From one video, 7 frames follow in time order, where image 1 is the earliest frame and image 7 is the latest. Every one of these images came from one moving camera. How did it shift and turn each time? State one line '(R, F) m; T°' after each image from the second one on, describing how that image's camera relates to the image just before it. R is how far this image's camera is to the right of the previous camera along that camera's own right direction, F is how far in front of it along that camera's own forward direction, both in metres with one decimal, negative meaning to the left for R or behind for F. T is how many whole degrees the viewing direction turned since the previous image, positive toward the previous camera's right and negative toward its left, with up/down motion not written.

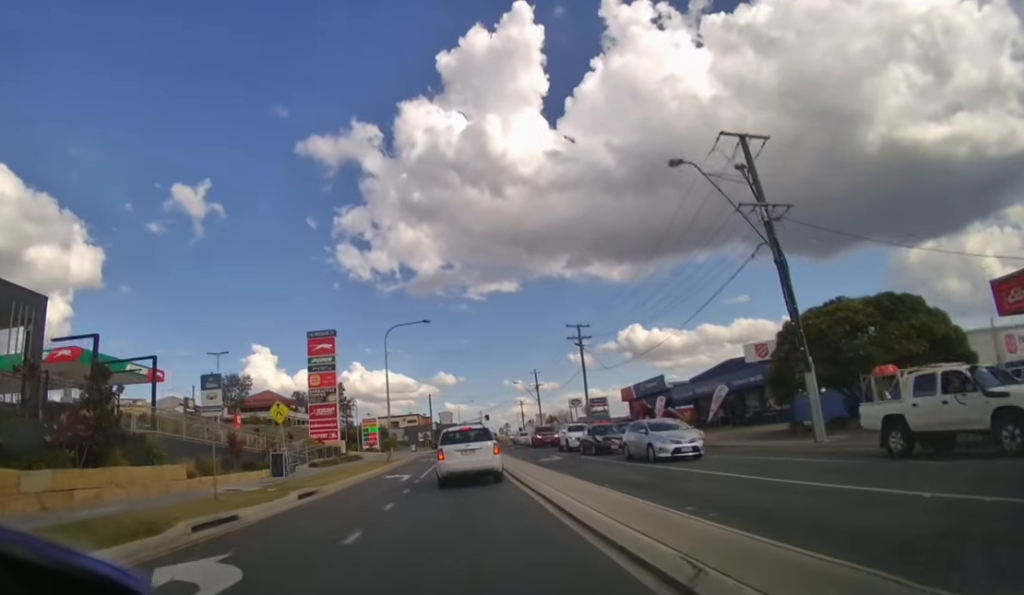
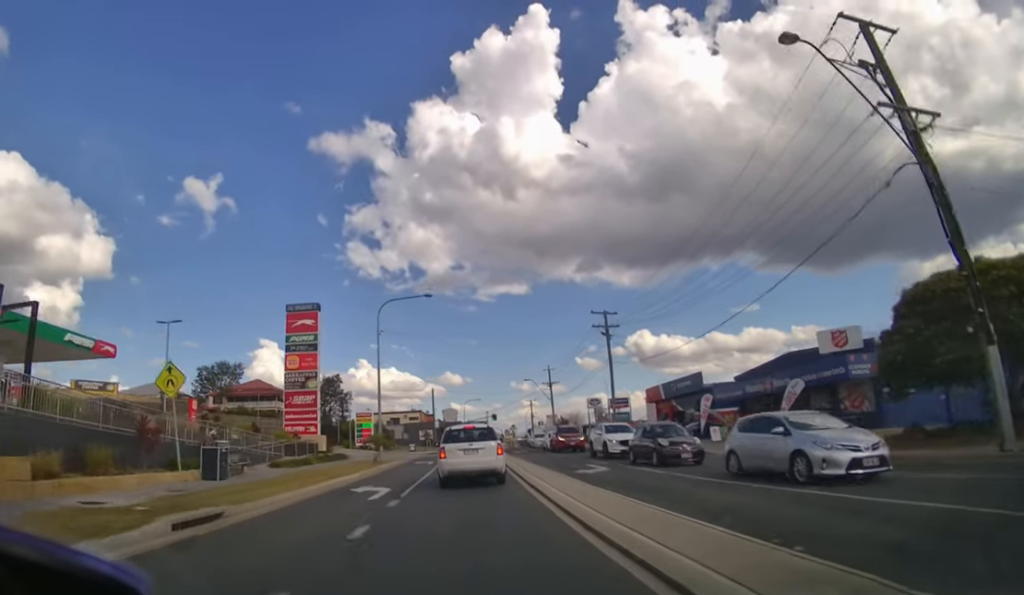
(0.0, +7.5) m; 0°
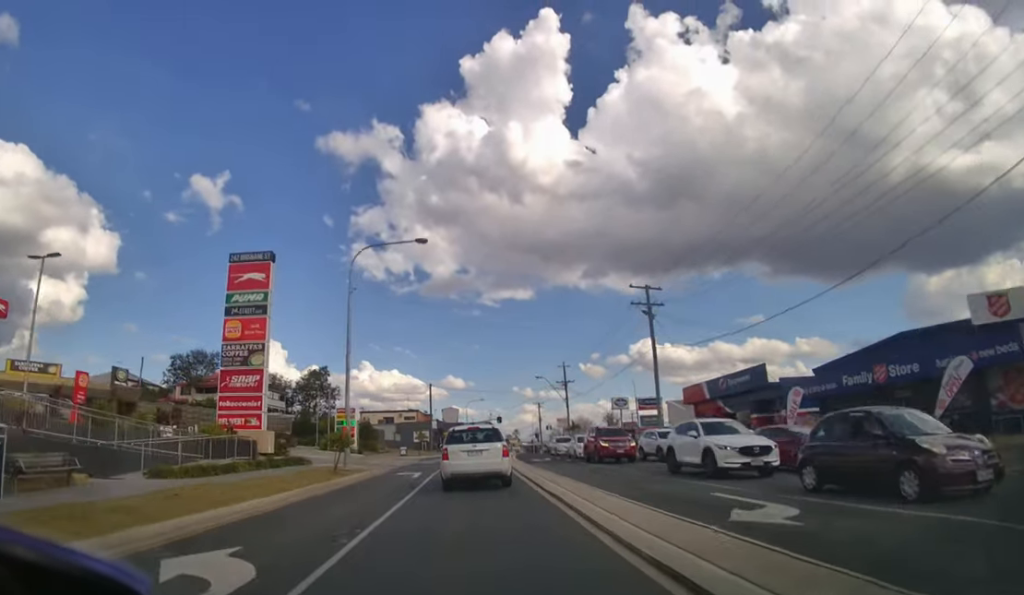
(0.0, +10.3) m; 0°
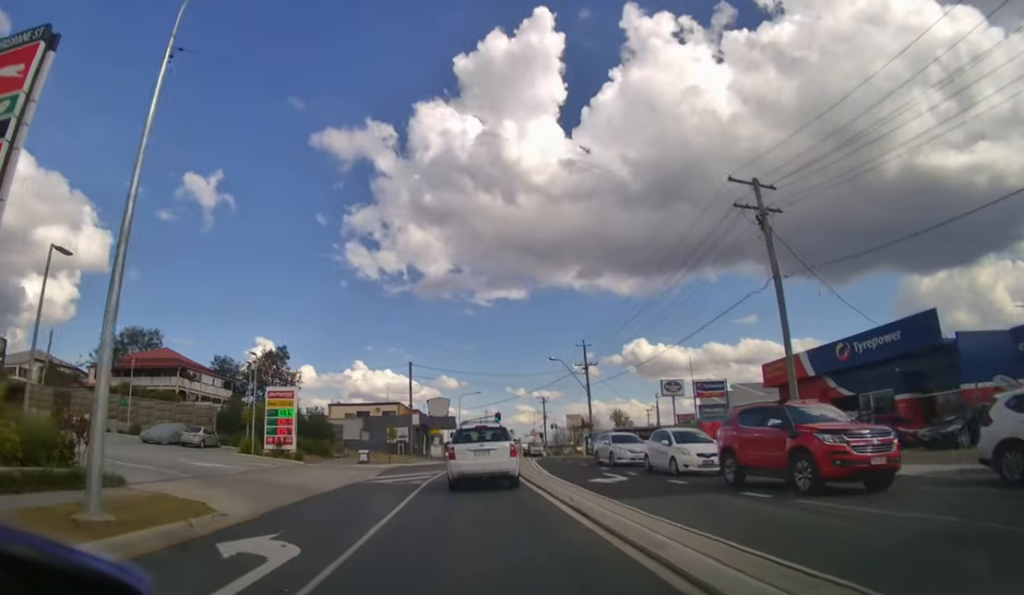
(0.0, +15.4) m; +1°
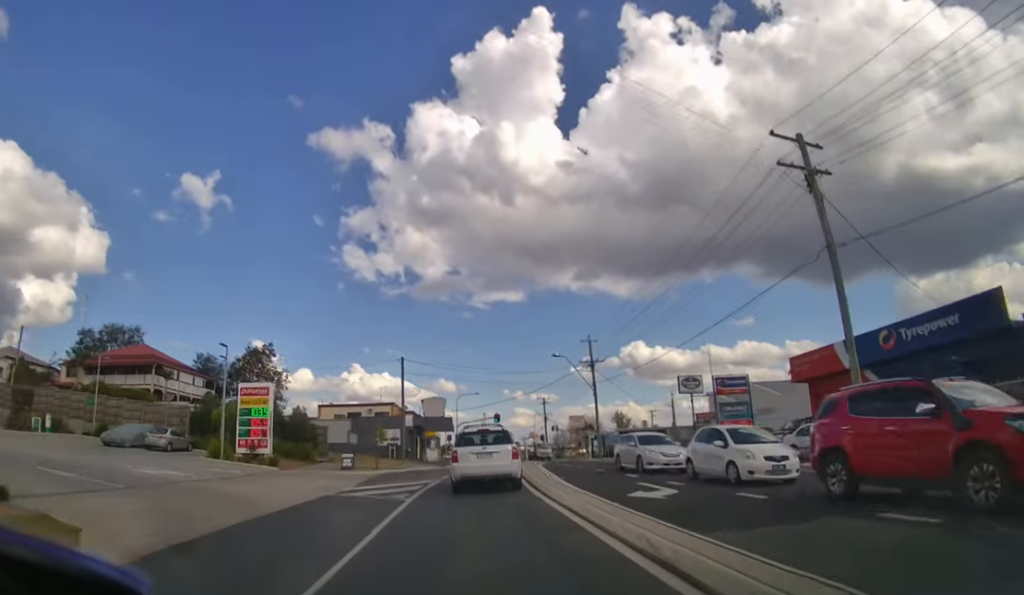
(0.0, +3.6) m; +1°
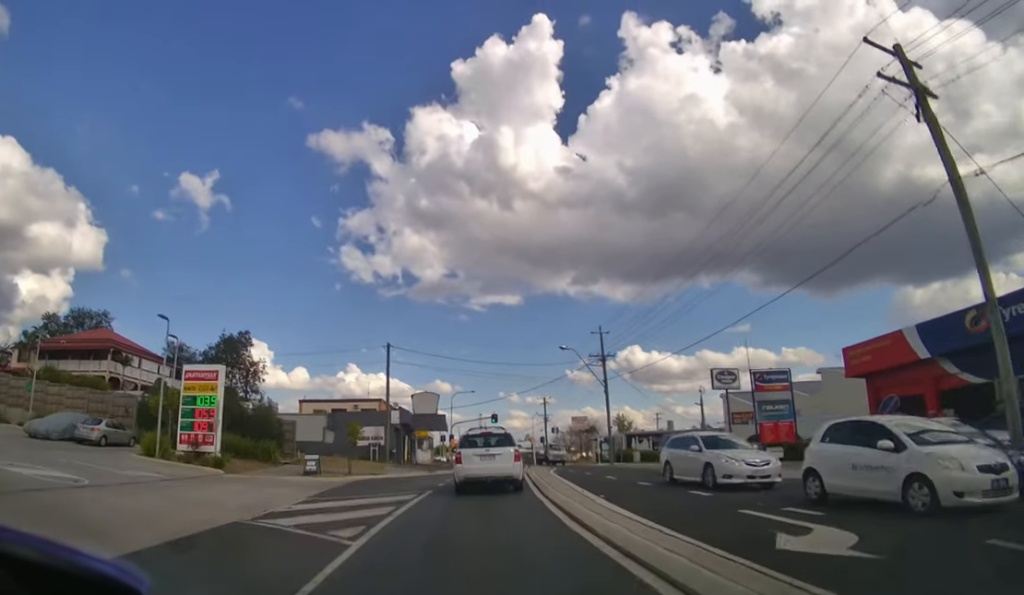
(0.0, +5.4) m; +1°
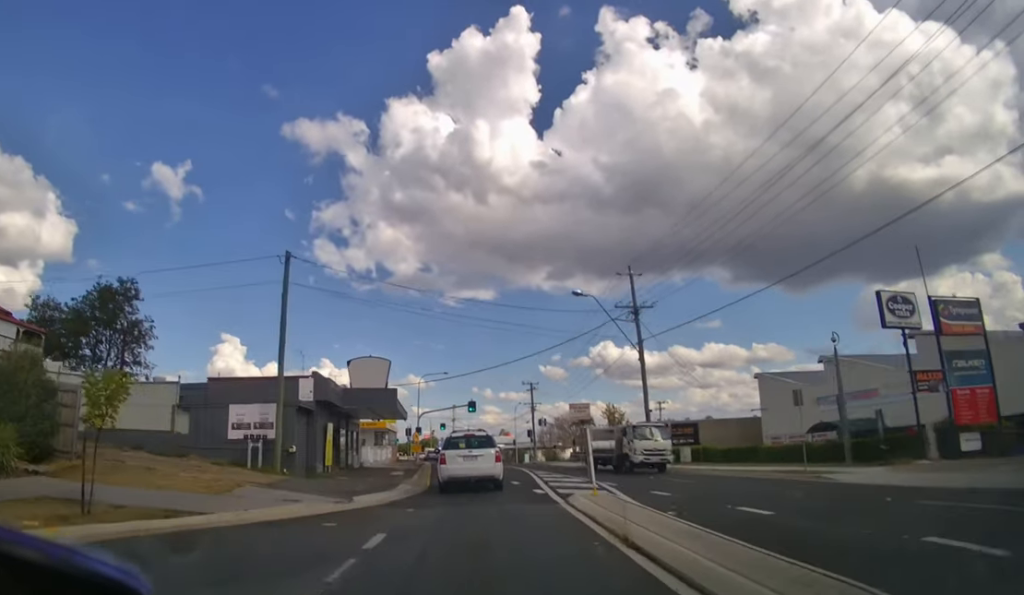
(+0.2, +13.4) m; +2°
